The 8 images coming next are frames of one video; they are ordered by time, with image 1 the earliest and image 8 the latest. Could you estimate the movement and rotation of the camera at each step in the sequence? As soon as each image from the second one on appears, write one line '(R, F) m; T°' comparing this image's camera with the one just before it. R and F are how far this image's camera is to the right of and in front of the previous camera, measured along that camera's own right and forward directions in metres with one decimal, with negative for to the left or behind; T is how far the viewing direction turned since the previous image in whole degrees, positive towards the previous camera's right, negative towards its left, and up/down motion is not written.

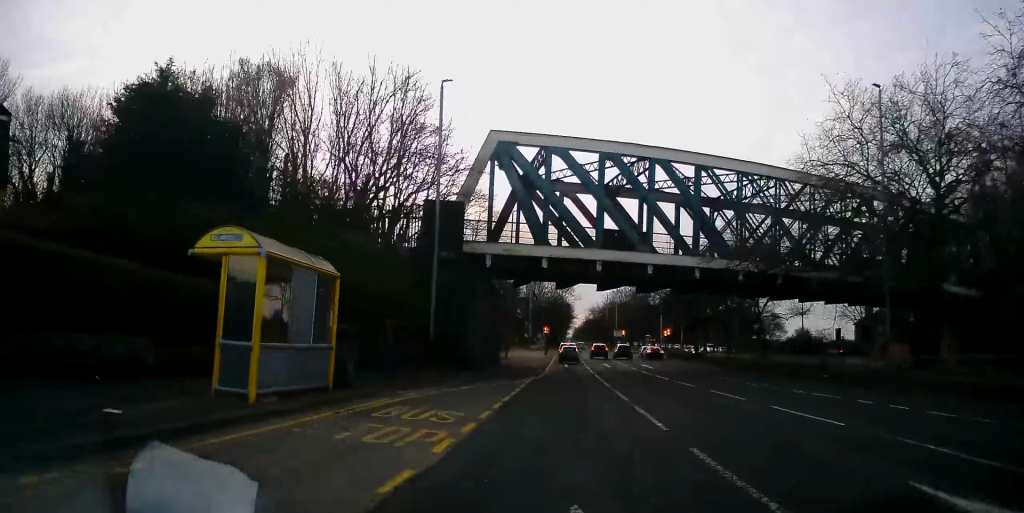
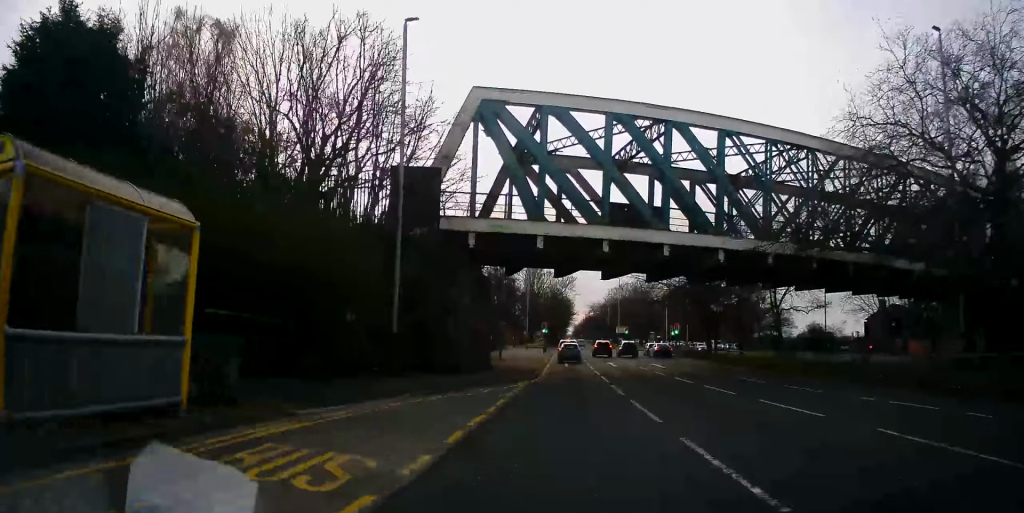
(+0.2, +5.5) m; +1°
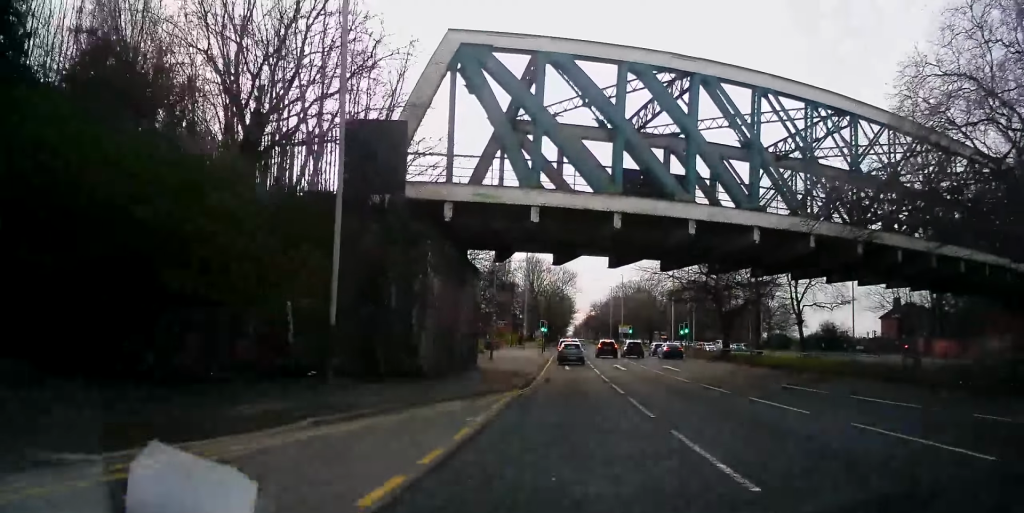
(+0.3, +5.7) m; 0°
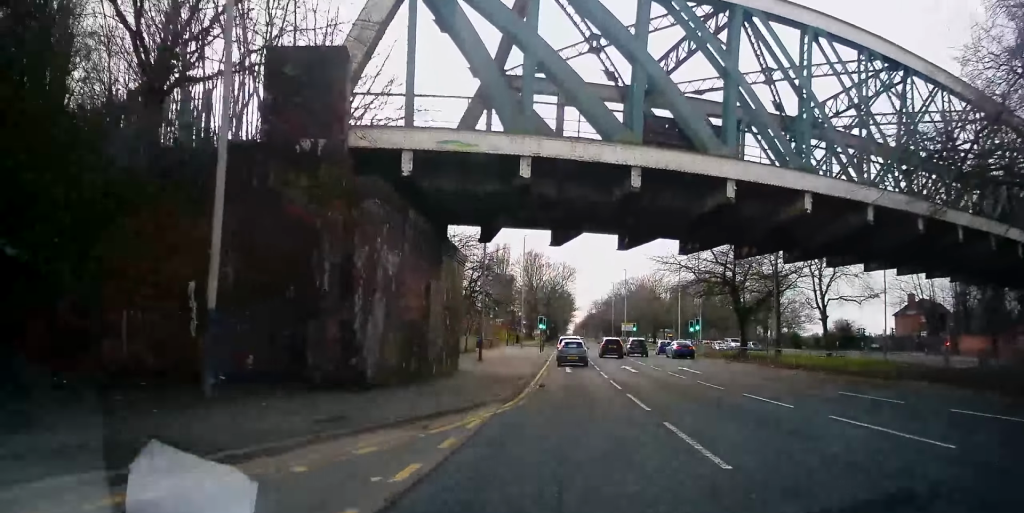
(-0.3, +5.5) m; -1°
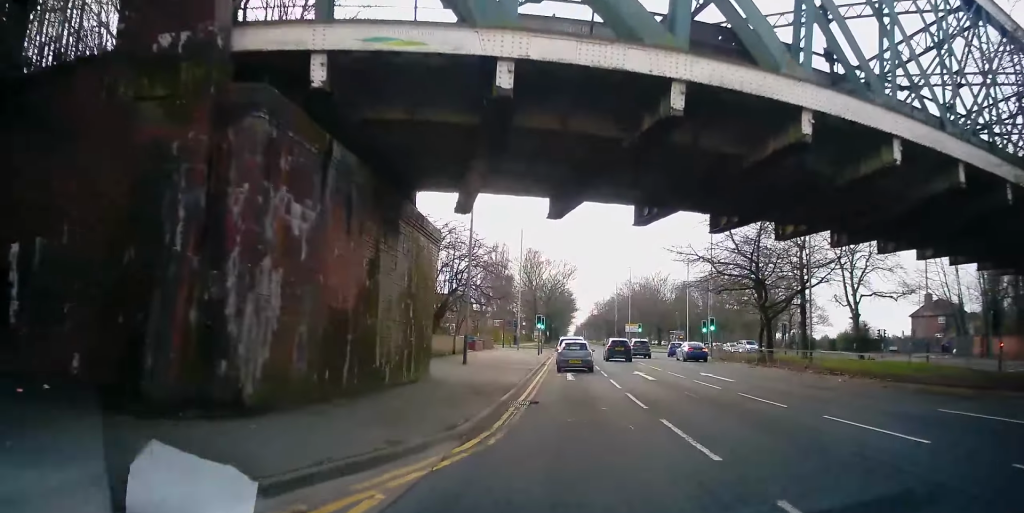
(0.0, +5.9) m; -1°
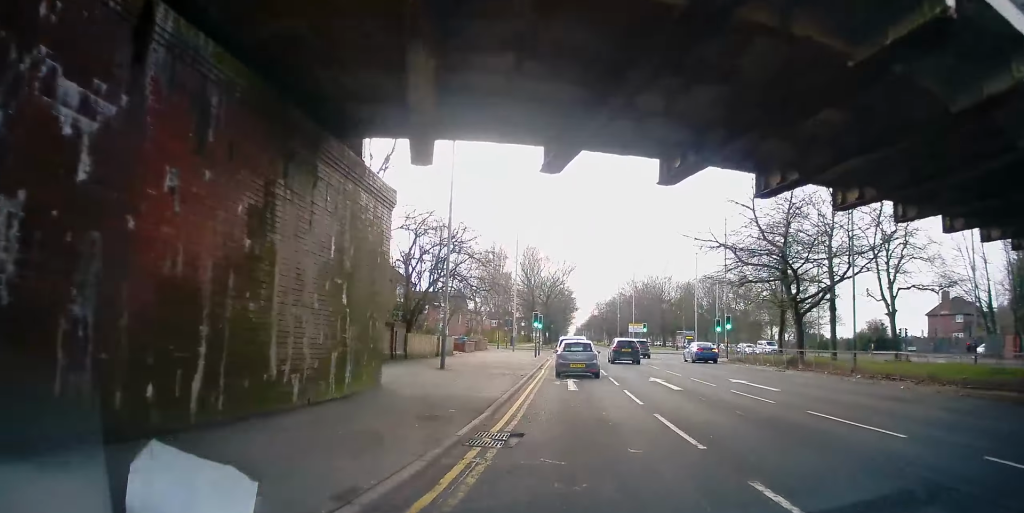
(0.0, +5.7) m; -1°
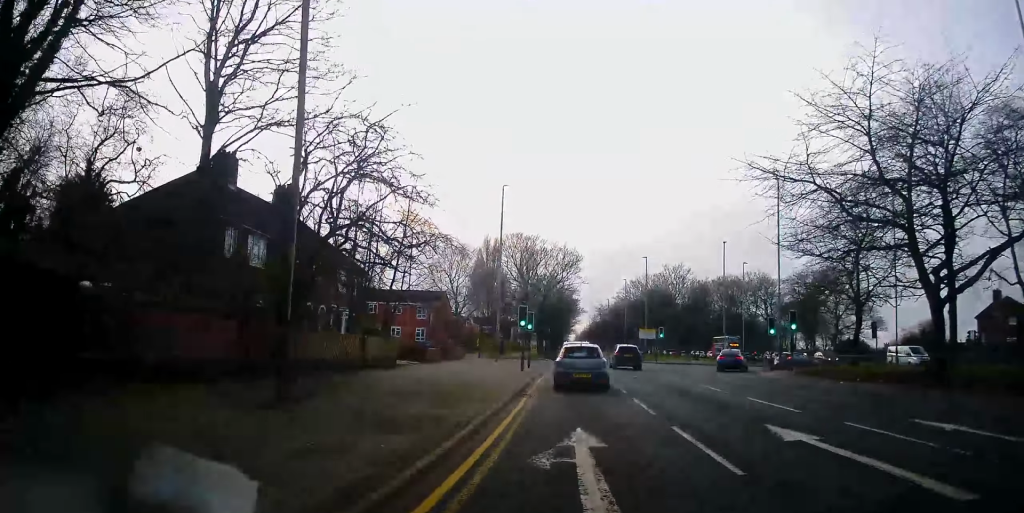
(-1.2, +15.1) m; -8°
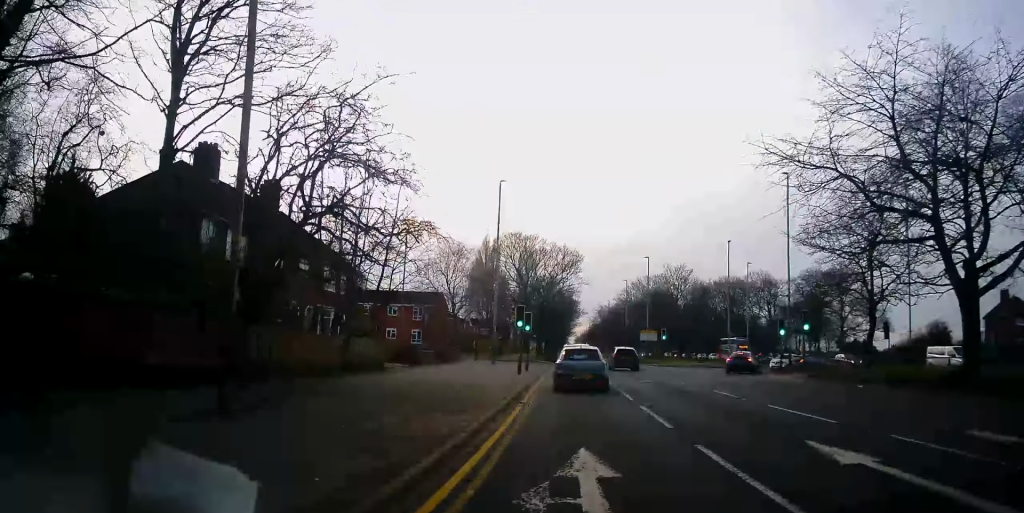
(+0.1, +1.9) m; 0°
